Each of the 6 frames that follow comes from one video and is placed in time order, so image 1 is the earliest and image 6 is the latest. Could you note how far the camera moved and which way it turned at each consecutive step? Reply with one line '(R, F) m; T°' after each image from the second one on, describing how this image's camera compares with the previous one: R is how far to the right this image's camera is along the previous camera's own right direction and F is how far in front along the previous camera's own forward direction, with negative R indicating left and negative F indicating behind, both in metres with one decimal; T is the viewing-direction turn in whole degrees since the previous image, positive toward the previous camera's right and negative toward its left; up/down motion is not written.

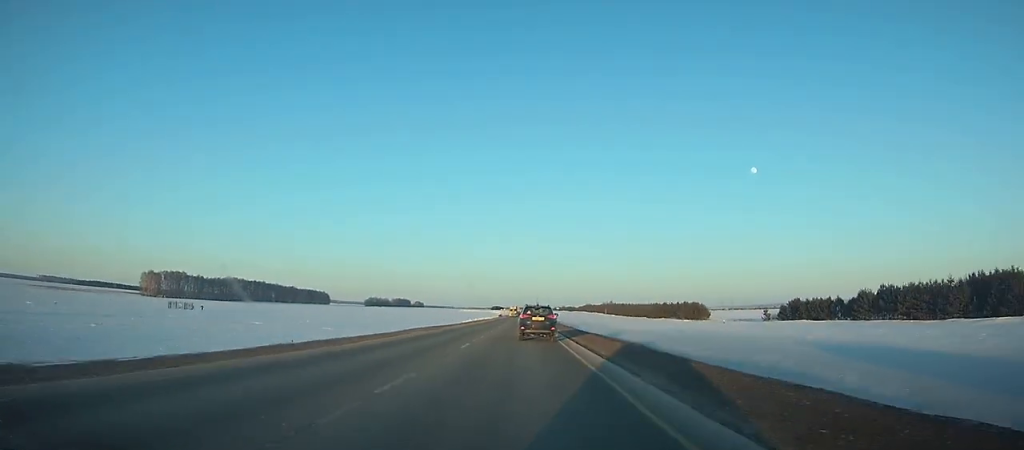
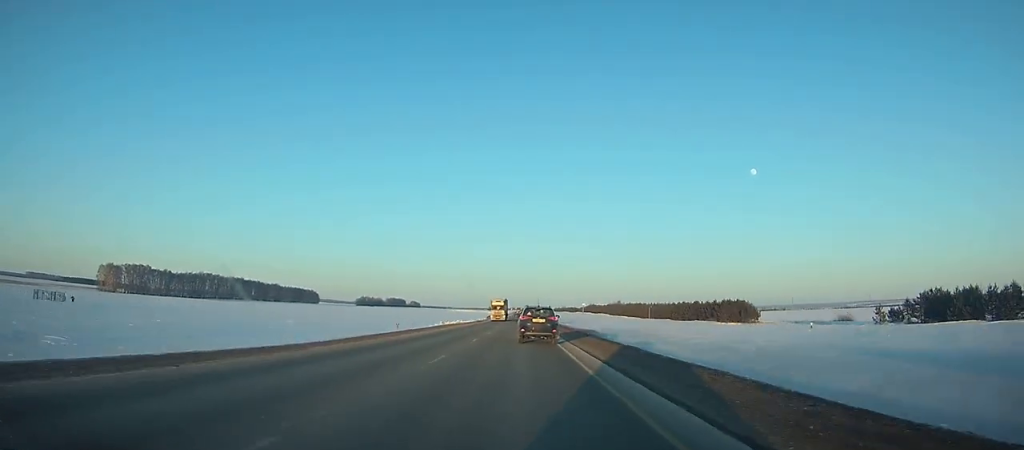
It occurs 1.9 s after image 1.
(0.0, +53.8) m; 0°
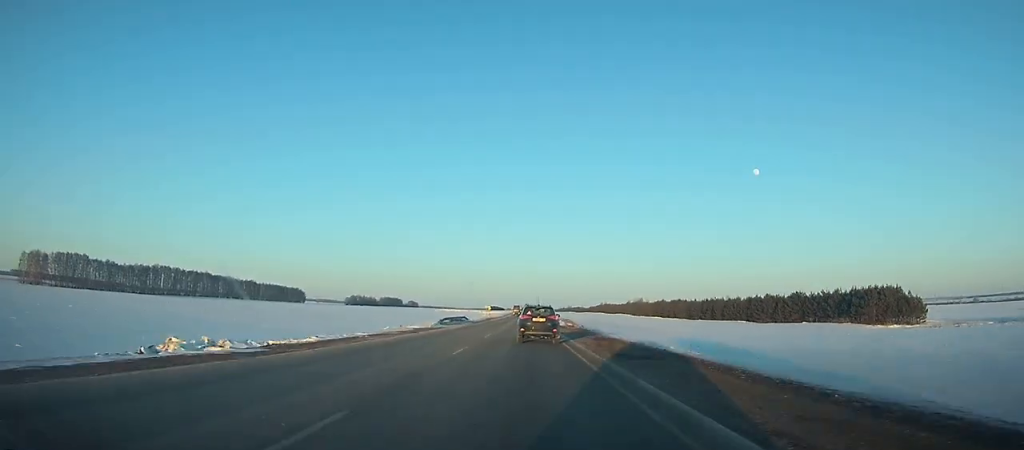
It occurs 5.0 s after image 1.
(0.0, +86.0) m; 0°
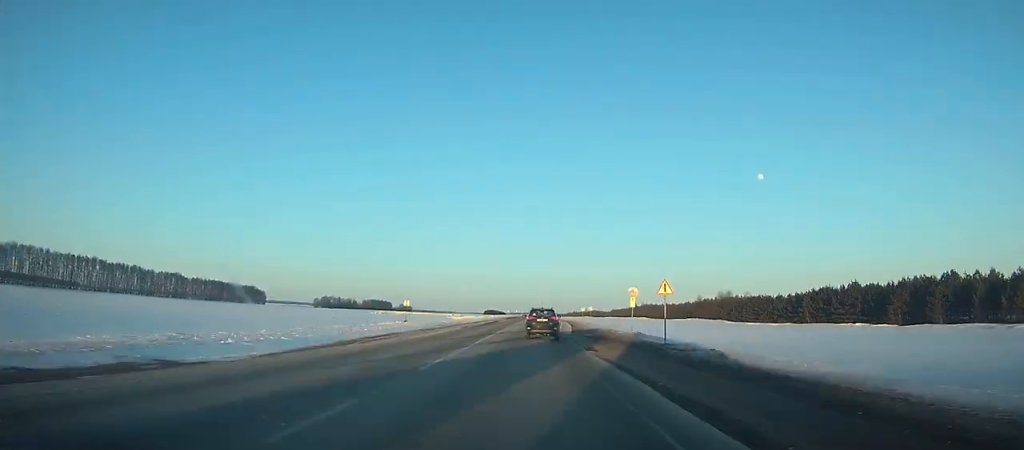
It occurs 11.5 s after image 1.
(+0.7, +176.8) m; +1°
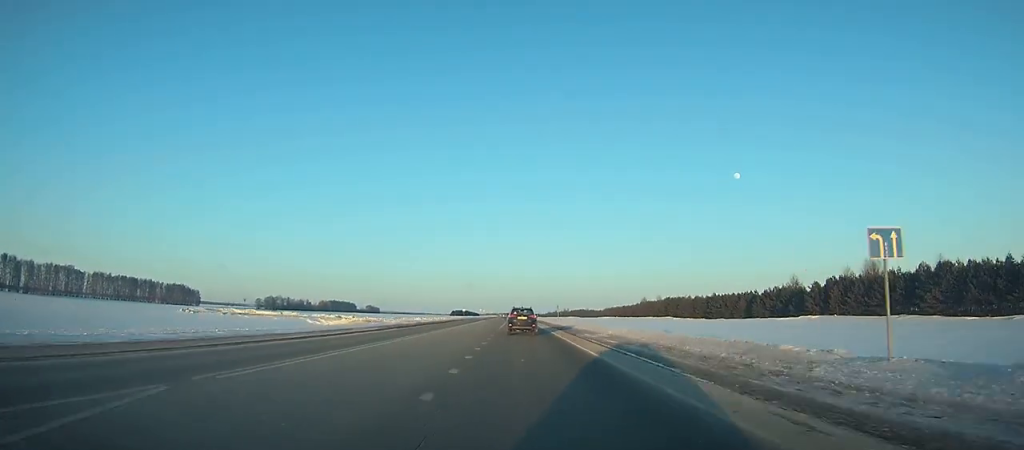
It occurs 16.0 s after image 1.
(+1.8, +121.9) m; +1°
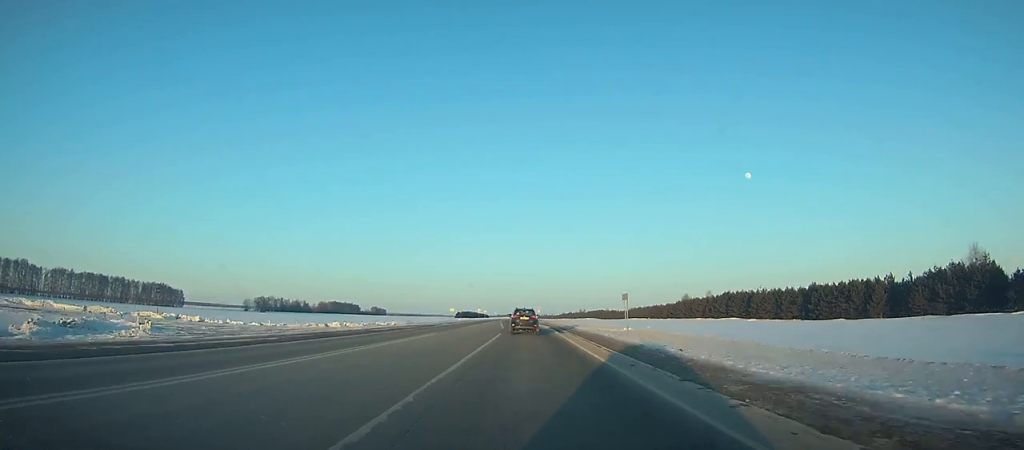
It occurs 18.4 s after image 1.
(-1.0, +65.4) m; -1°
